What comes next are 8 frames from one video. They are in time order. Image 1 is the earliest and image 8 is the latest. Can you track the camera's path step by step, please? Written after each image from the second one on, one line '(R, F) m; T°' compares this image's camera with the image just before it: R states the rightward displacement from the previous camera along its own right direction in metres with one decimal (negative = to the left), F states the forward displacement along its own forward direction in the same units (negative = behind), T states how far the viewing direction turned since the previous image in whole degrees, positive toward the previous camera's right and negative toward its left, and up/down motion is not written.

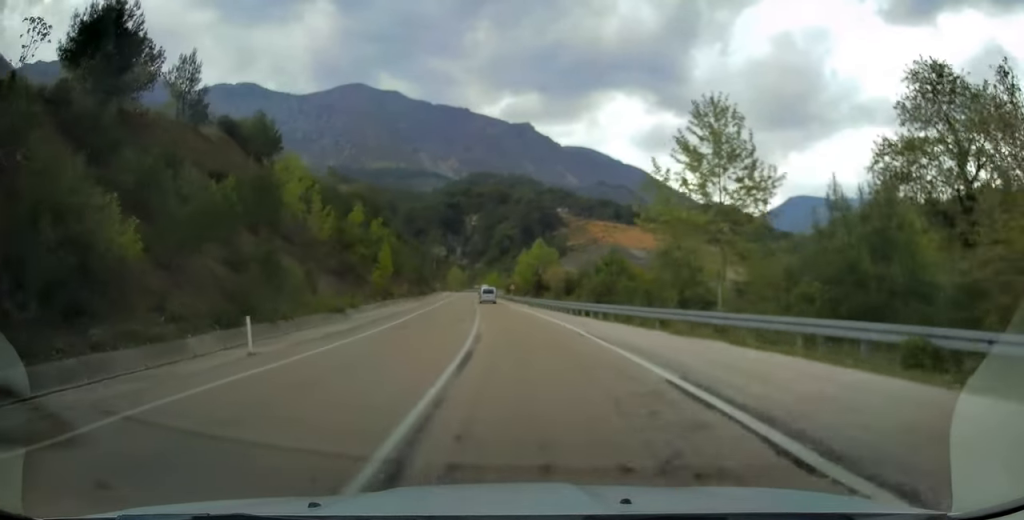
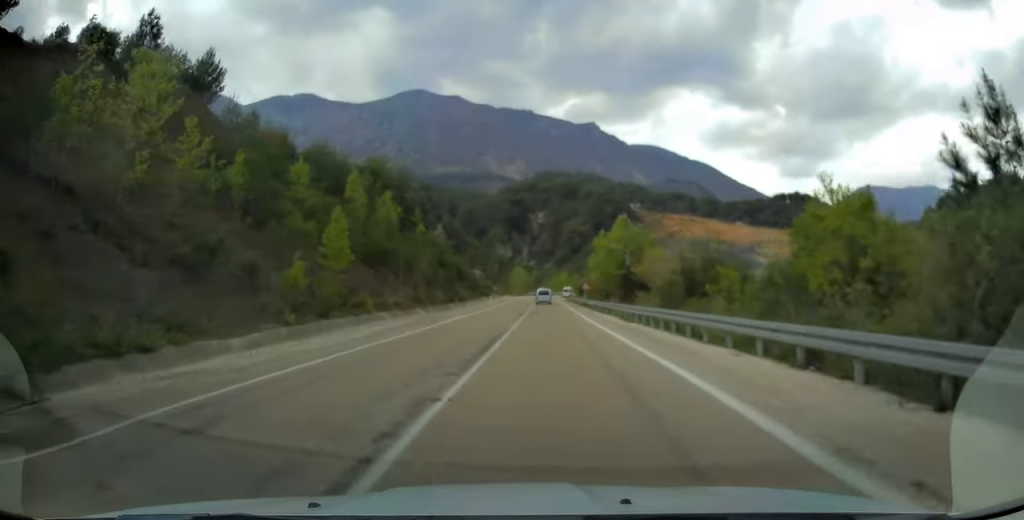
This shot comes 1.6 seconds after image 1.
(-2.1, +28.6) m; -6°
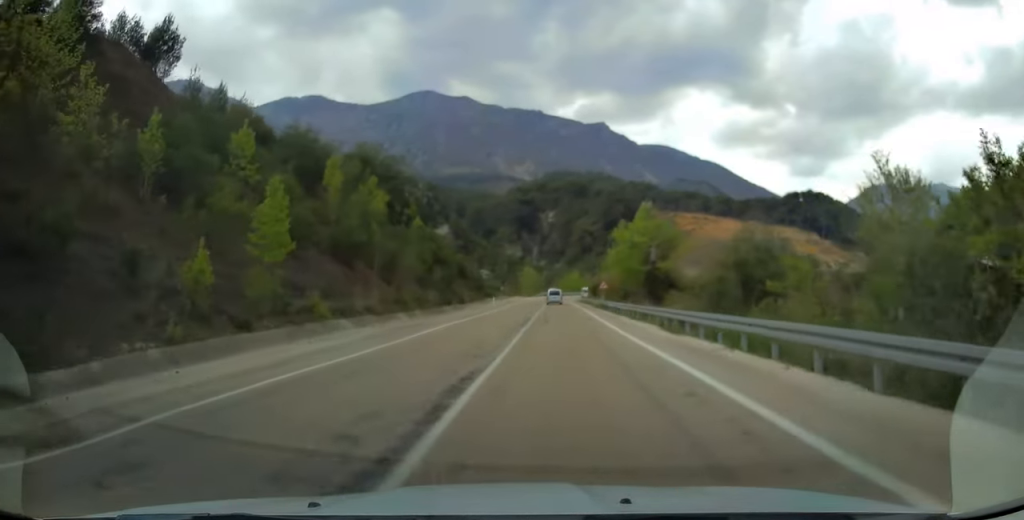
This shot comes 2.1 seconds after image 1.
(-0.1, +8.3) m; -1°
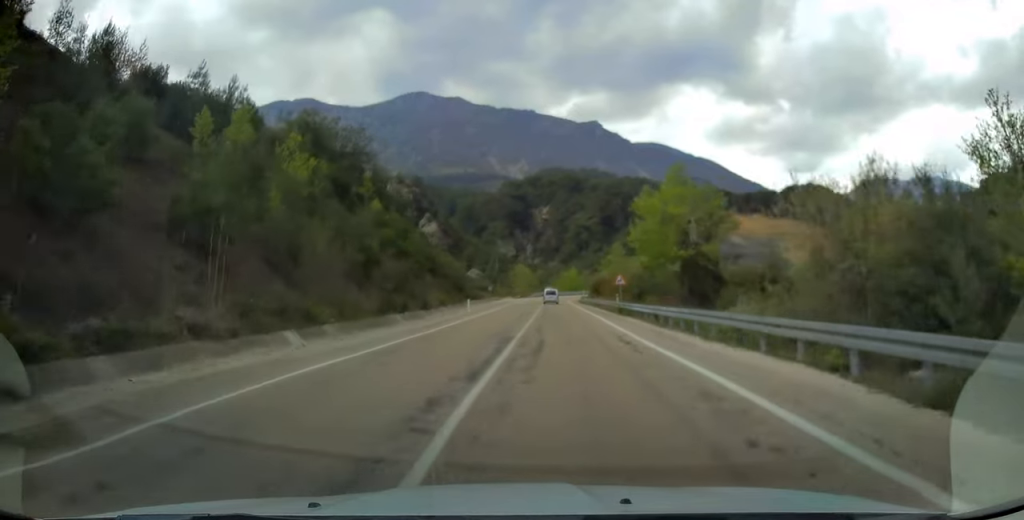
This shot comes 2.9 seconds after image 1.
(-0.2, +15.4) m; 0°
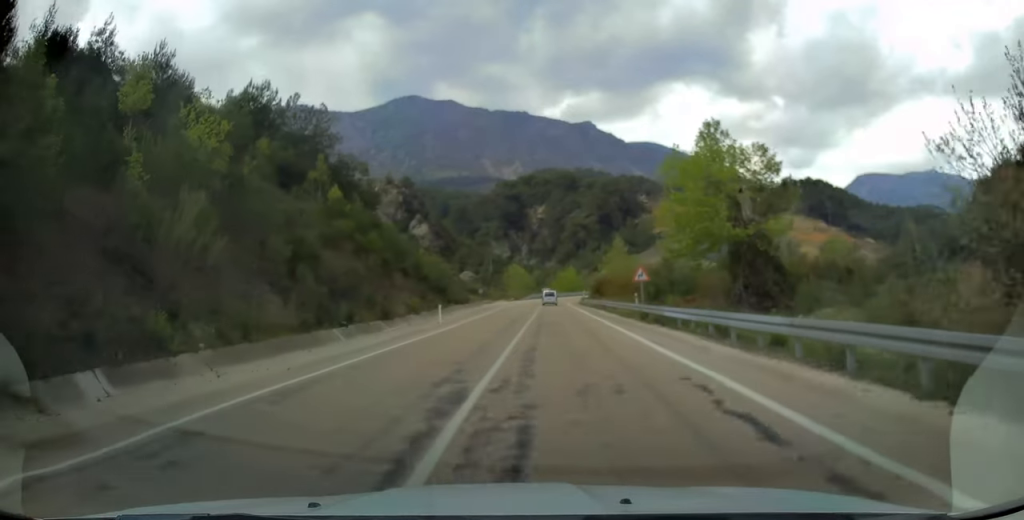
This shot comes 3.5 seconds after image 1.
(+0.1, +10.1) m; +1°
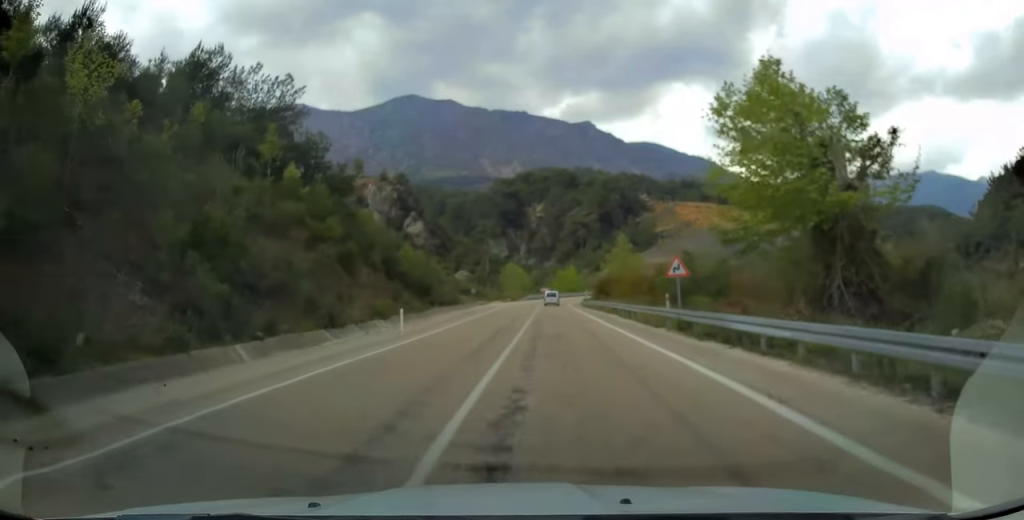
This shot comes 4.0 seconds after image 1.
(0.0, +8.3) m; 0°
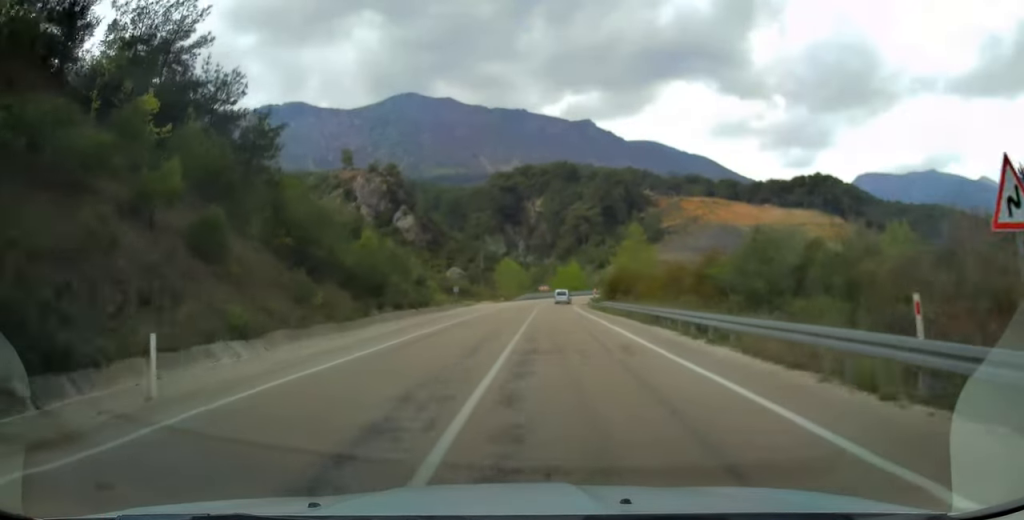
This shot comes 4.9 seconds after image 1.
(+0.1, +15.9) m; -1°
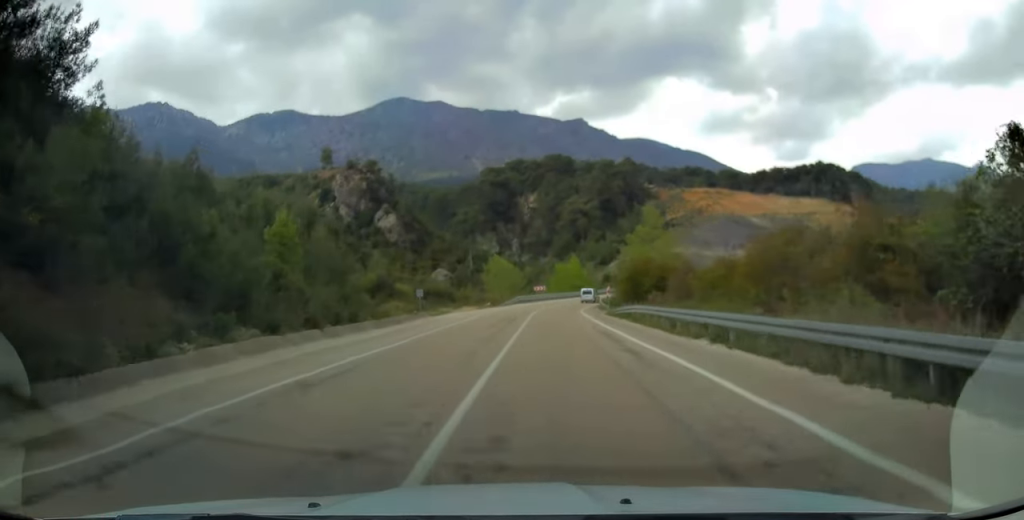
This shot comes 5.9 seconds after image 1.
(-0.3, +18.6) m; 0°
